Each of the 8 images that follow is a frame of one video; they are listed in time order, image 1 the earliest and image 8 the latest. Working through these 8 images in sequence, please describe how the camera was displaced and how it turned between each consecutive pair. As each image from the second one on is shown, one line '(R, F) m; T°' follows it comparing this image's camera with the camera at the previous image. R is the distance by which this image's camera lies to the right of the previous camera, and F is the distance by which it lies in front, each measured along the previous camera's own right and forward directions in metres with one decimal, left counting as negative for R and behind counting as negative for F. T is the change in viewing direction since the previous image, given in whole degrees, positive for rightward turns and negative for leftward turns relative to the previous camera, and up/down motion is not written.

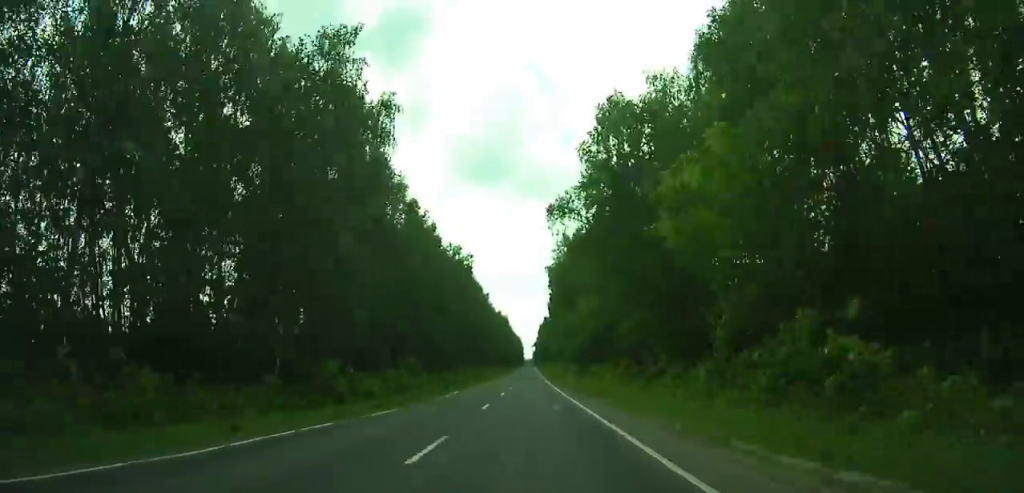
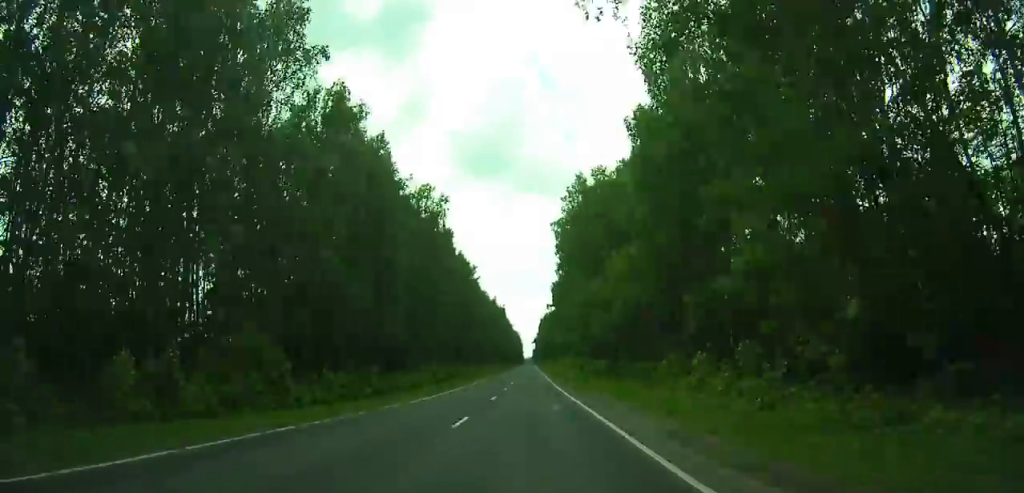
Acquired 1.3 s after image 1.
(+0.1, +29.4) m; 0°
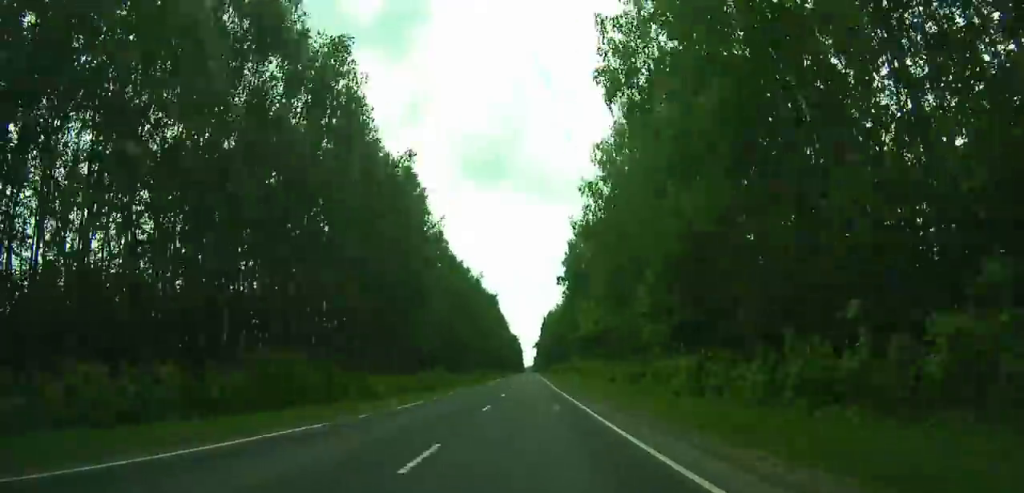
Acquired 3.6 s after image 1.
(-0.3, +49.8) m; 0°
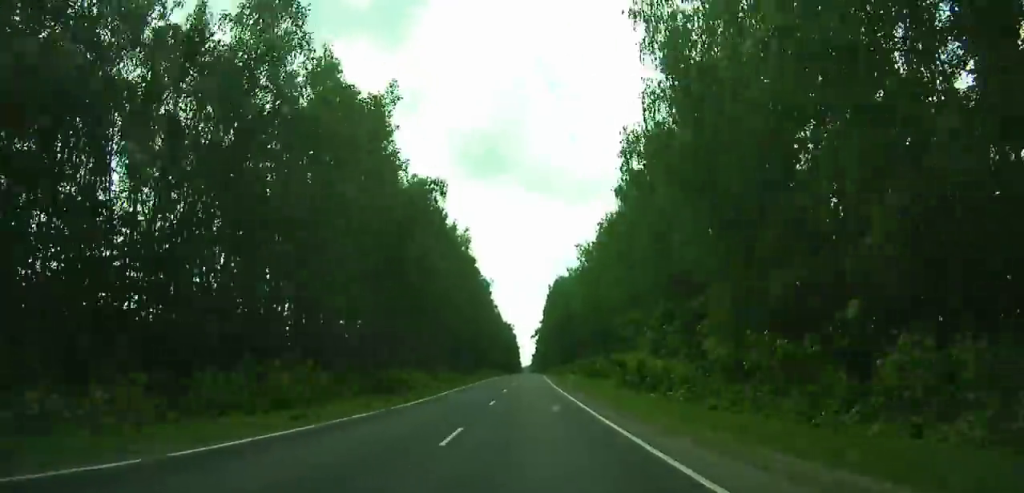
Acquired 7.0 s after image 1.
(0.0, +71.0) m; 0°
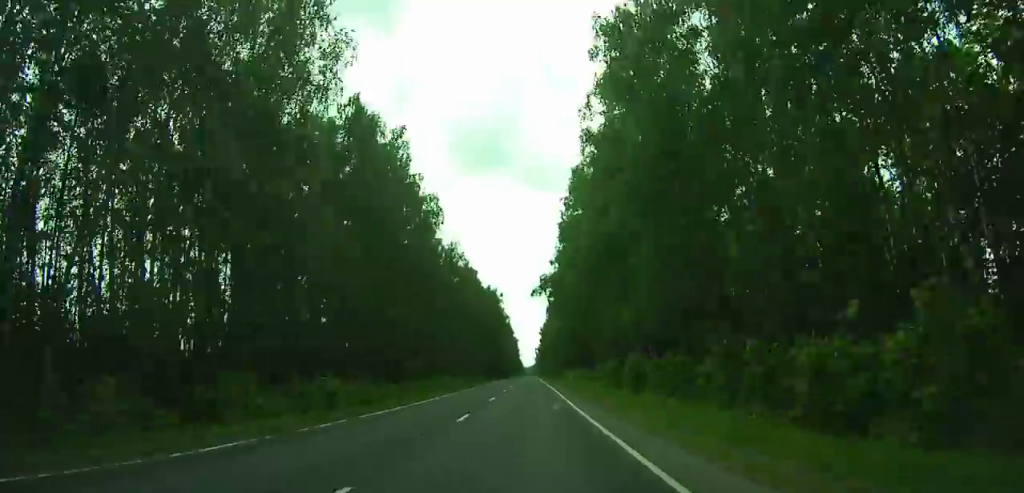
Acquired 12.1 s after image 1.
(0.0, +108.5) m; 0°
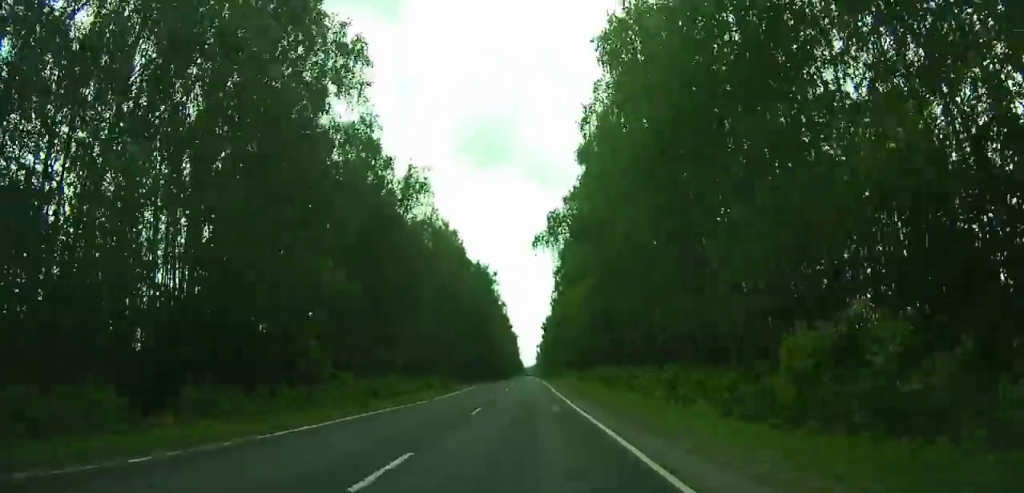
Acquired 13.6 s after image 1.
(0.0, +32.9) m; 0°
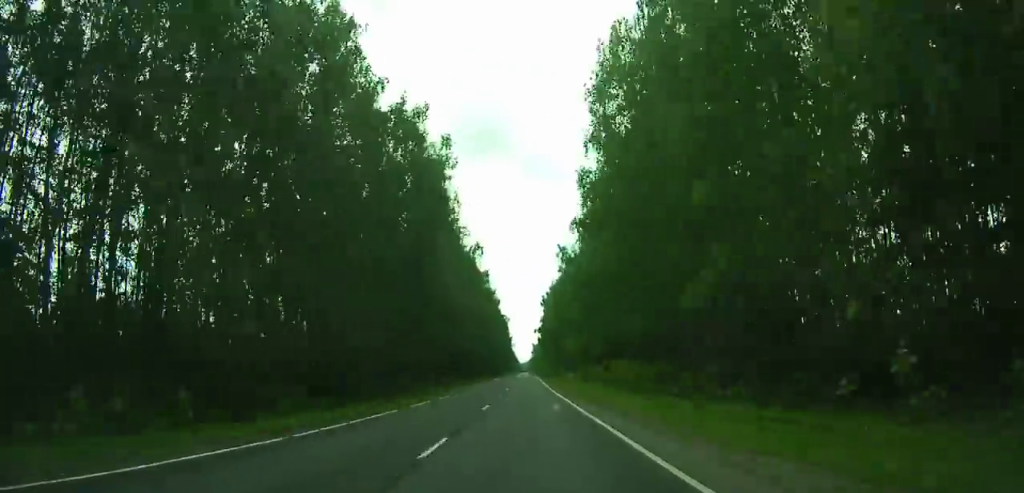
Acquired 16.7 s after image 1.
(-0.3, +70.4) m; 0°
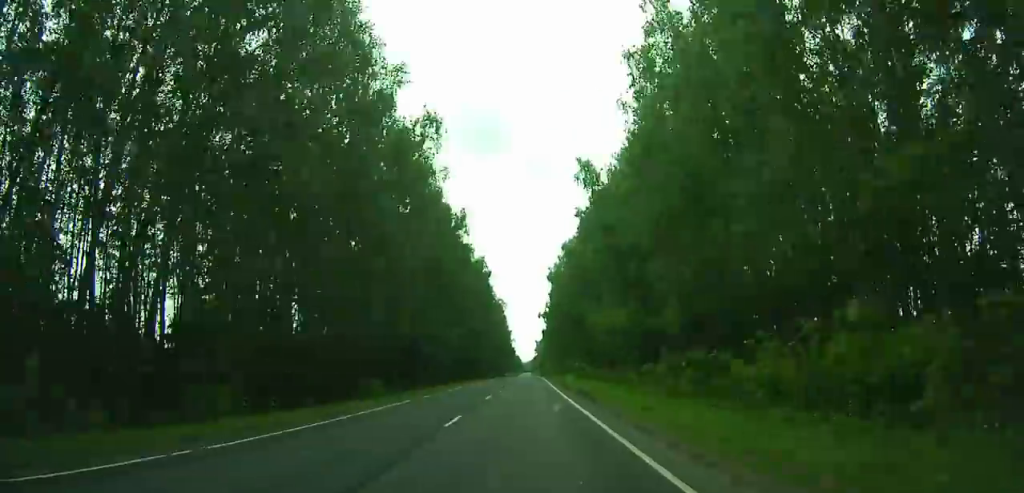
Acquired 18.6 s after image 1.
(+0.2, +44.8) m; 0°
